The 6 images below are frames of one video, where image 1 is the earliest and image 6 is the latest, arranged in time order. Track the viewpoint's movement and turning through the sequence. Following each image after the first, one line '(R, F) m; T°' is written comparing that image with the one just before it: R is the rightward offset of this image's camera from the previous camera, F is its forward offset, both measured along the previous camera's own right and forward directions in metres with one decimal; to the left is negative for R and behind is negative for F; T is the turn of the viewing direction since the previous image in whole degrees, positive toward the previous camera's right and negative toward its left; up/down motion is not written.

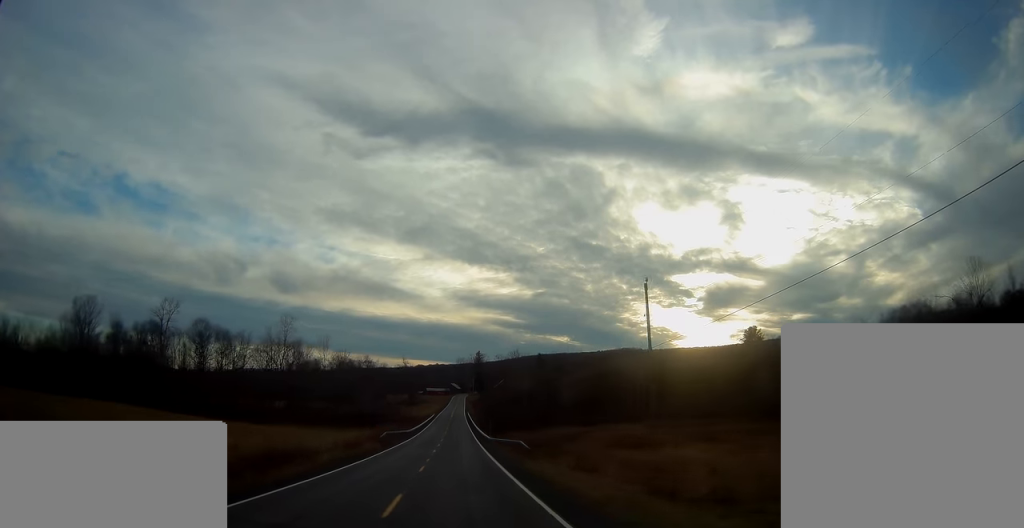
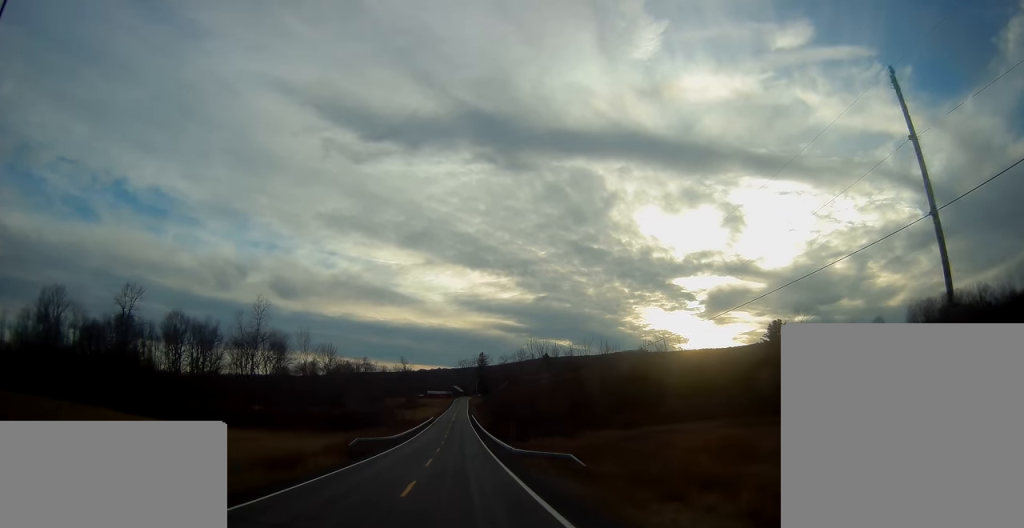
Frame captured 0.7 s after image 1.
(+0.3, +18.5) m; +1°
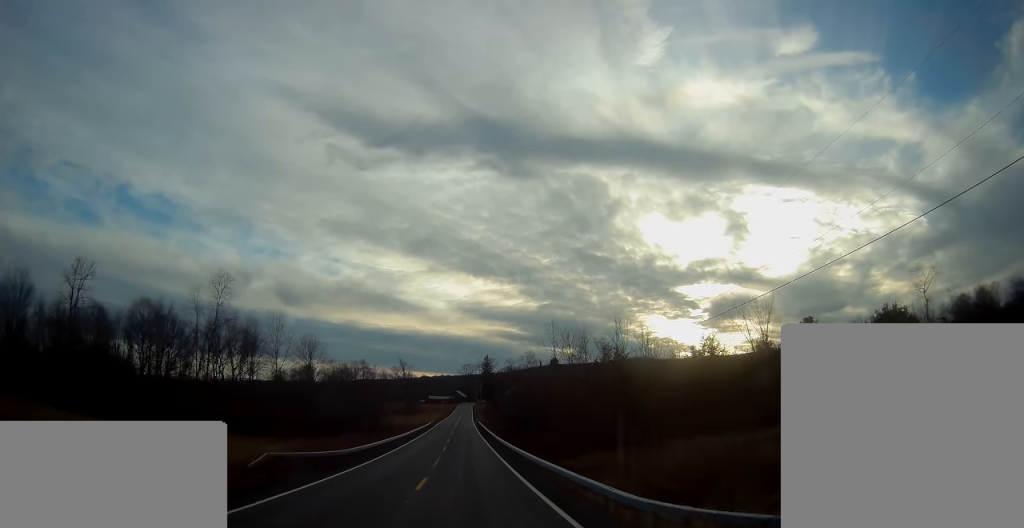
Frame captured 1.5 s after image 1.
(+0.1, +20.1) m; 0°
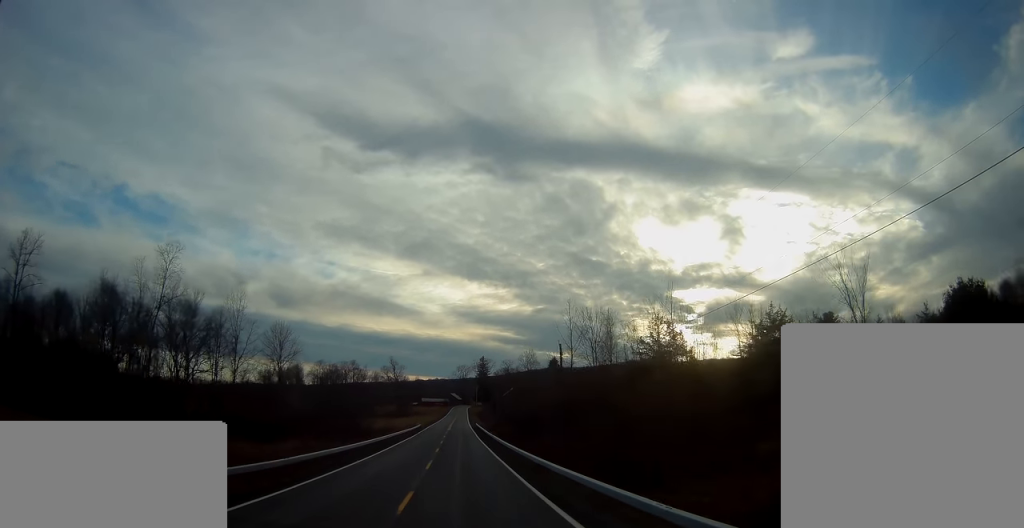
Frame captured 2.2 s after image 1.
(-0.1, +15.9) m; 0°
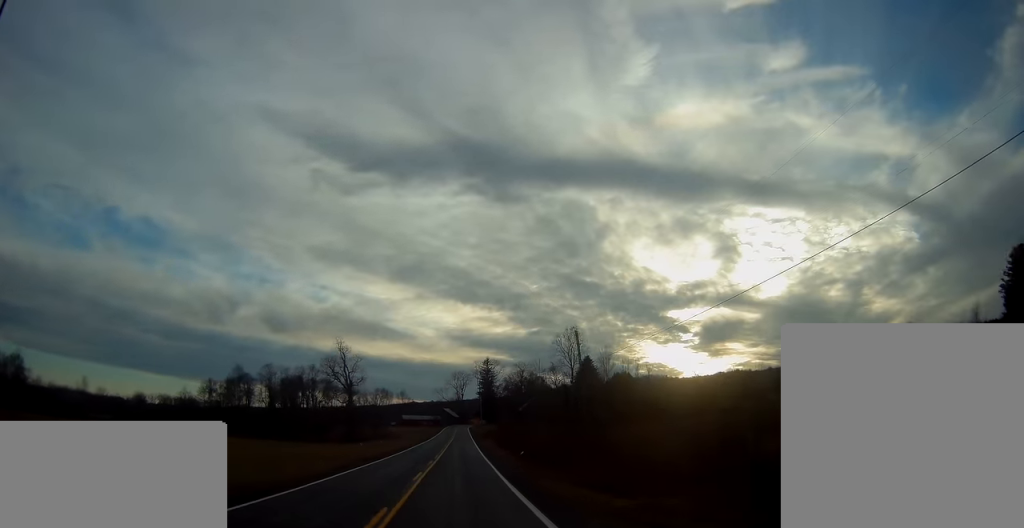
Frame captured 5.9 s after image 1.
(+0.5, +90.2) m; +1°
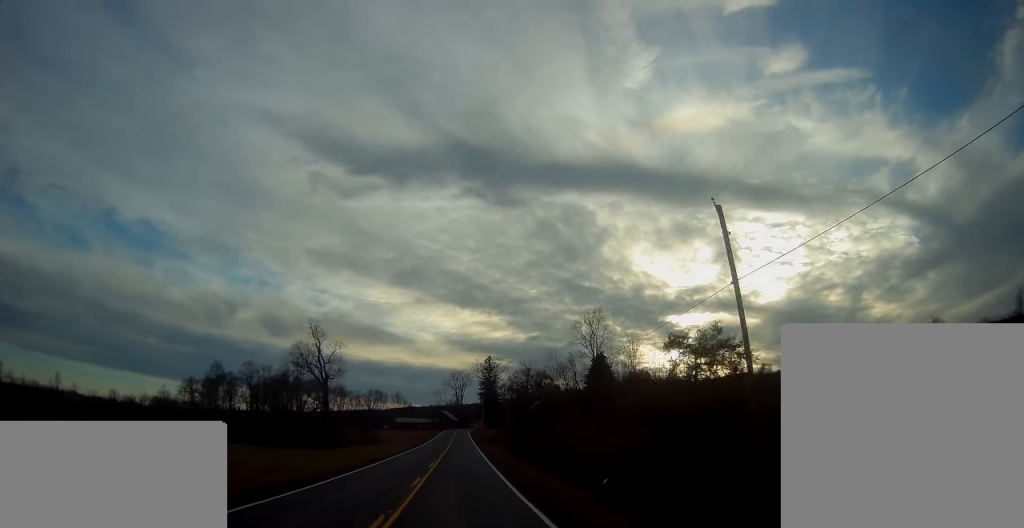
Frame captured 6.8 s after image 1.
(-0.2, +23.1) m; -1°
